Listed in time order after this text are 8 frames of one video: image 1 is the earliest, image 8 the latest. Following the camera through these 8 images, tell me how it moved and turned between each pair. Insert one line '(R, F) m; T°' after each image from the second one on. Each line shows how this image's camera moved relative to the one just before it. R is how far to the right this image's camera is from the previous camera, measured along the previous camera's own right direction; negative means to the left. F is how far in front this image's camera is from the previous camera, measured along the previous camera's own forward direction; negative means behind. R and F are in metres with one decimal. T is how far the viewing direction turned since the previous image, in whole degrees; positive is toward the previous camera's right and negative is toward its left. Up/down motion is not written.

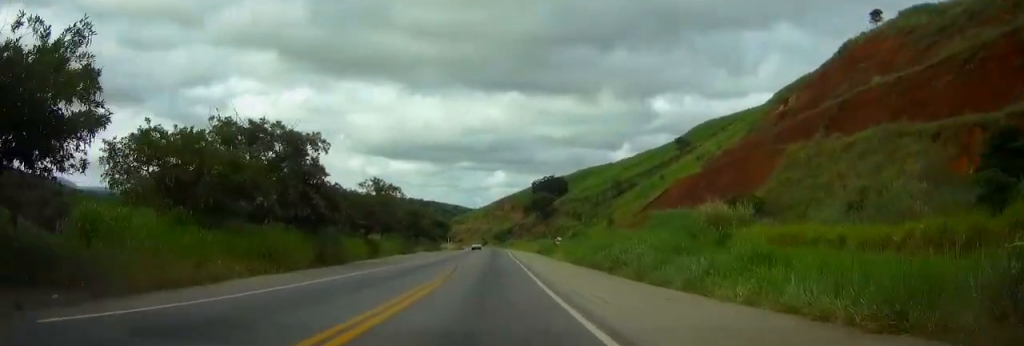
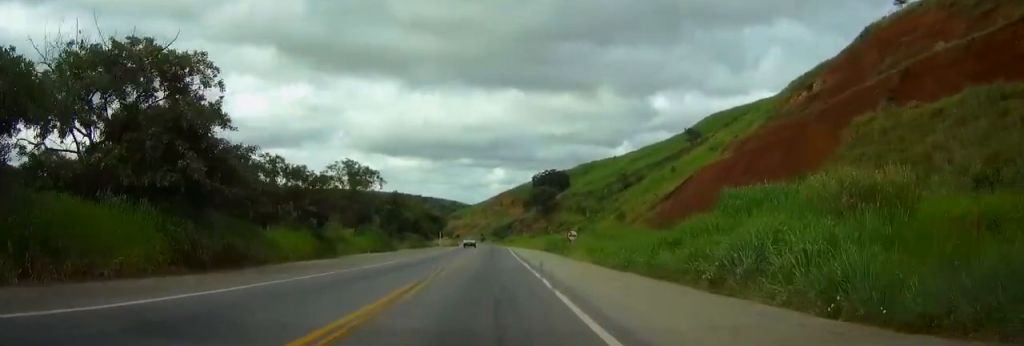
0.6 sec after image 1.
(+0.1, +14.9) m; 0°
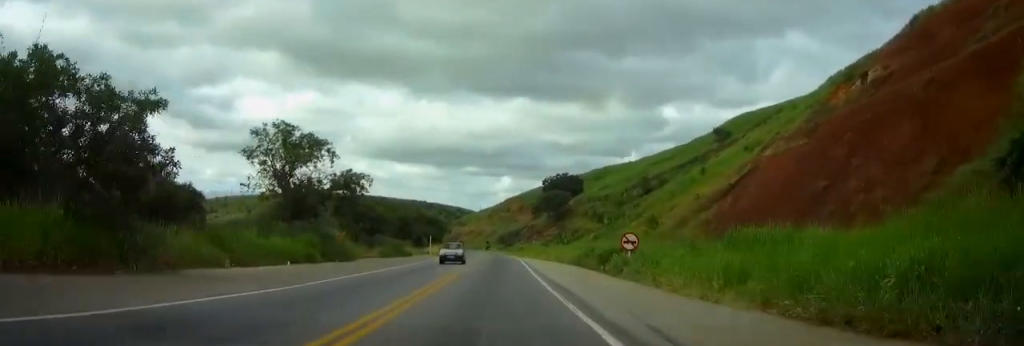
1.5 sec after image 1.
(-0.1, +23.8) m; -1°
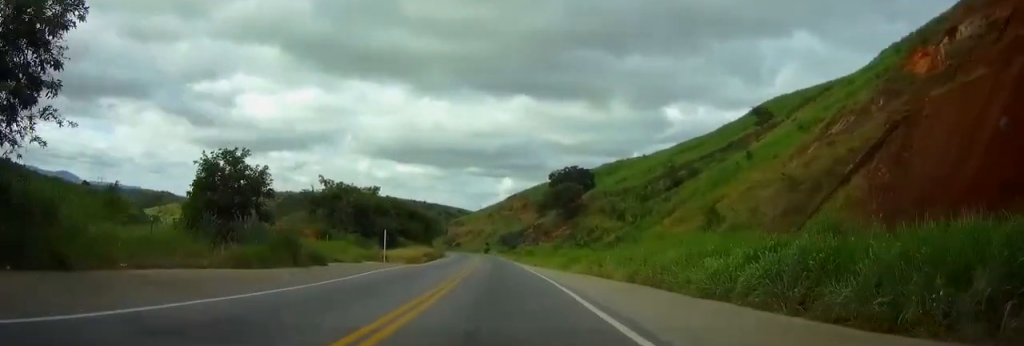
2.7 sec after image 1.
(-0.2, +33.4) m; 0°
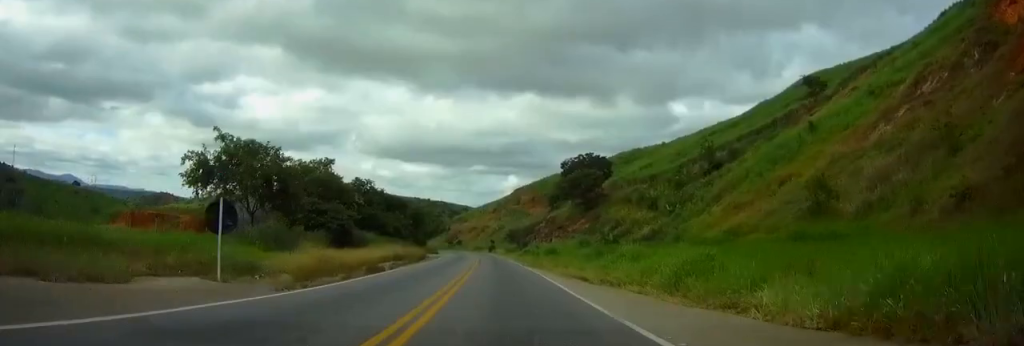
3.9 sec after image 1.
(+0.1, +29.6) m; 0°
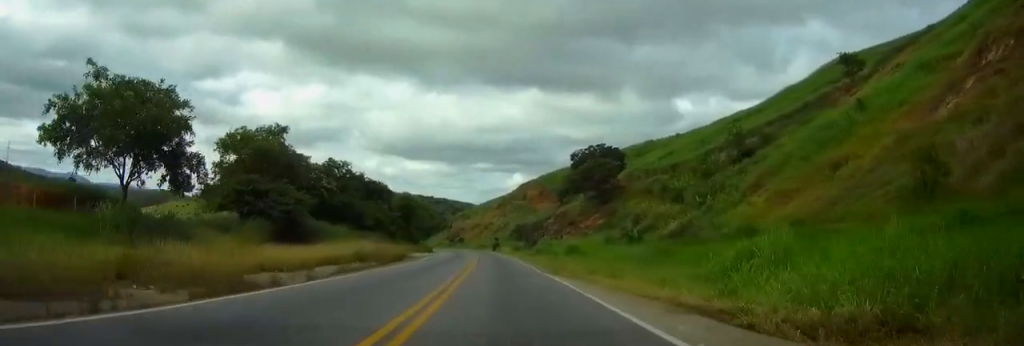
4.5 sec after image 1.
(0.0, +16.8) m; 0°
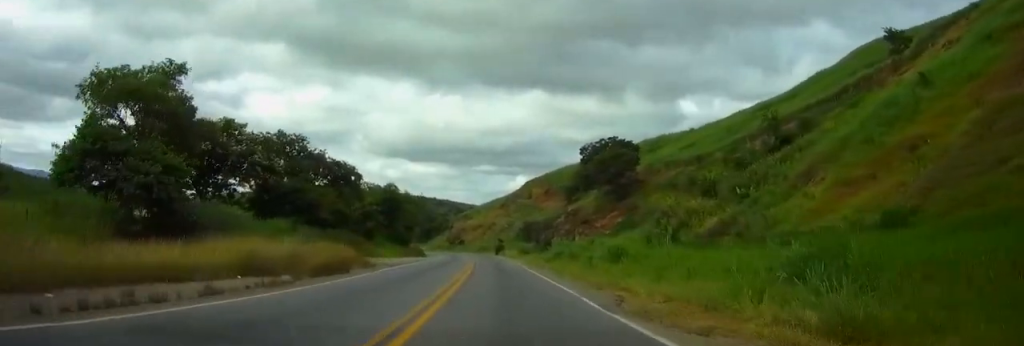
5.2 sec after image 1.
(0.0, +19.0) m; -1°
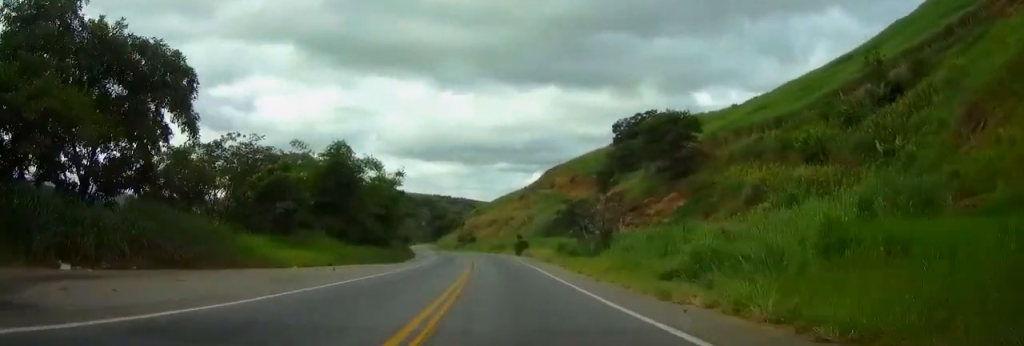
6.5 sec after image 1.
(-0.4, +35.6) m; -2°
